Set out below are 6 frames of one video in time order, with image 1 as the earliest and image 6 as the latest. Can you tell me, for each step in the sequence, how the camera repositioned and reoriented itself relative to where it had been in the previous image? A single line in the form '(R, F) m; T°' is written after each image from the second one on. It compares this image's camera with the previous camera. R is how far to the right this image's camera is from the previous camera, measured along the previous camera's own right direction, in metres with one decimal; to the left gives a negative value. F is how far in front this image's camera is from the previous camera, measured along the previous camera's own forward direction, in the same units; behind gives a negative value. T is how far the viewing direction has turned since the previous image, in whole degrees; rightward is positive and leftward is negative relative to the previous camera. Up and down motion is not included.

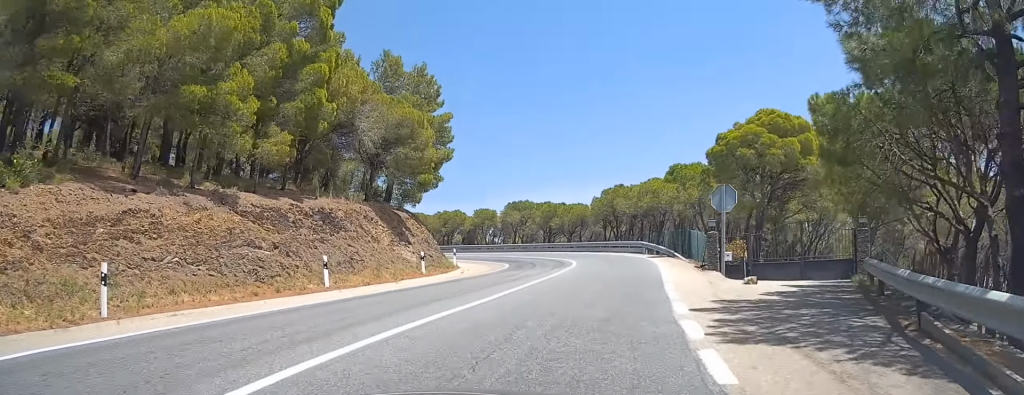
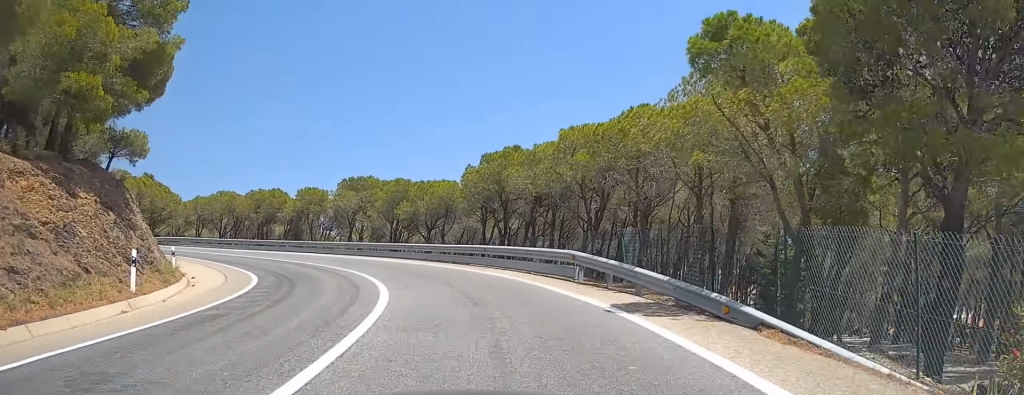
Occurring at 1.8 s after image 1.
(+3.4, +24.8) m; +8°
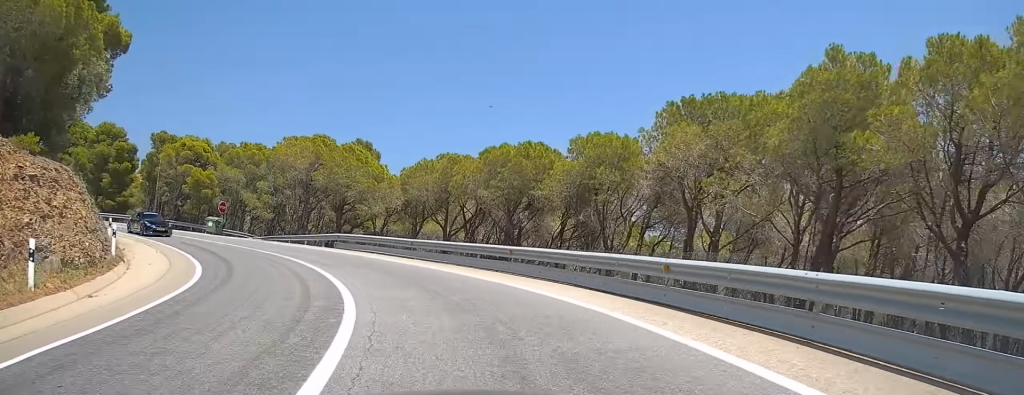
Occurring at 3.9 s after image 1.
(-5.8, +28.3) m; -31°
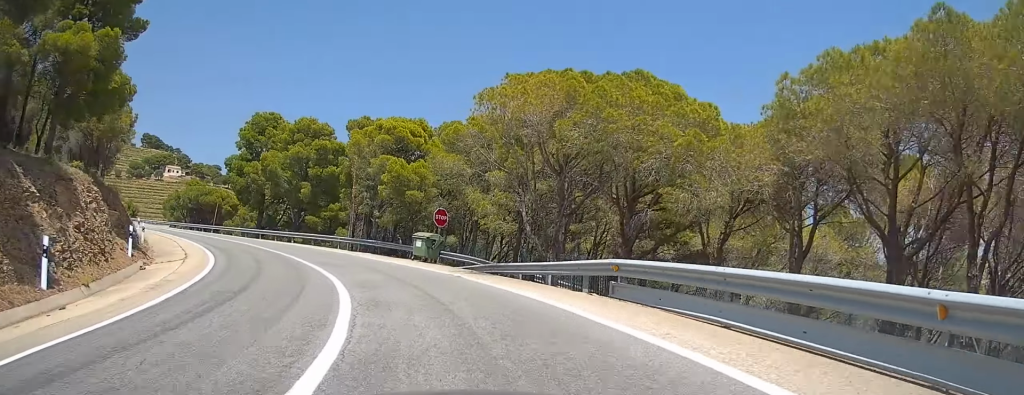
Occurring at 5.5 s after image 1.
(-5.4, +19.8) m; -30°
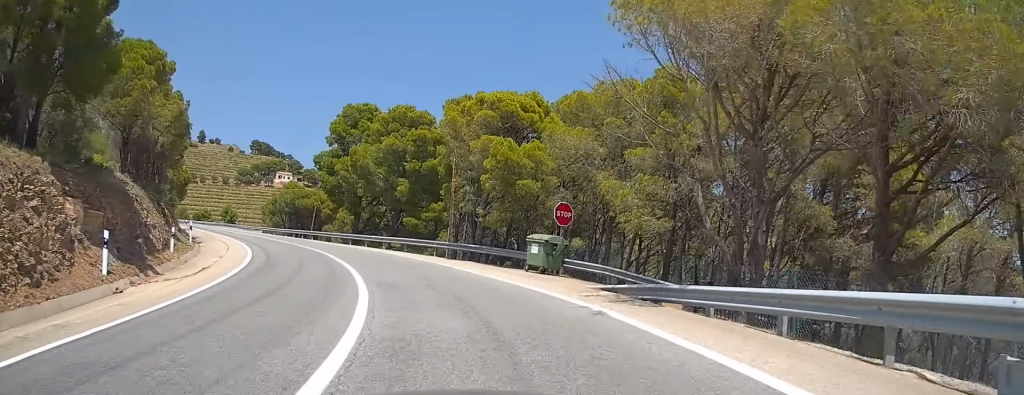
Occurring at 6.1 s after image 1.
(-1.0, +8.3) m; -10°
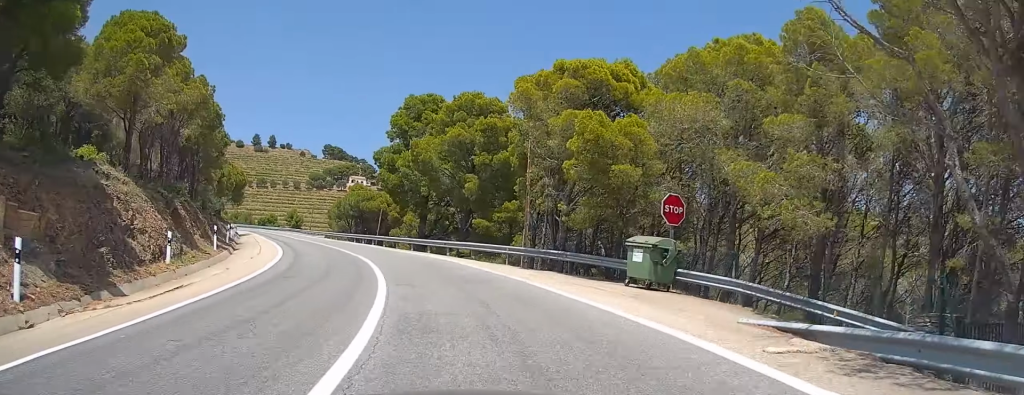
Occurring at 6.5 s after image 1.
(0.0, +6.1) m; -7°
